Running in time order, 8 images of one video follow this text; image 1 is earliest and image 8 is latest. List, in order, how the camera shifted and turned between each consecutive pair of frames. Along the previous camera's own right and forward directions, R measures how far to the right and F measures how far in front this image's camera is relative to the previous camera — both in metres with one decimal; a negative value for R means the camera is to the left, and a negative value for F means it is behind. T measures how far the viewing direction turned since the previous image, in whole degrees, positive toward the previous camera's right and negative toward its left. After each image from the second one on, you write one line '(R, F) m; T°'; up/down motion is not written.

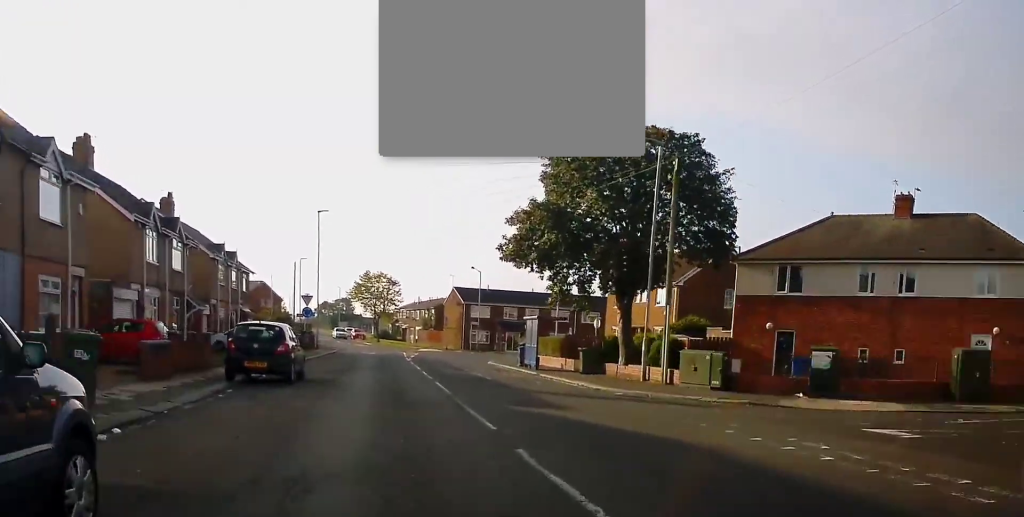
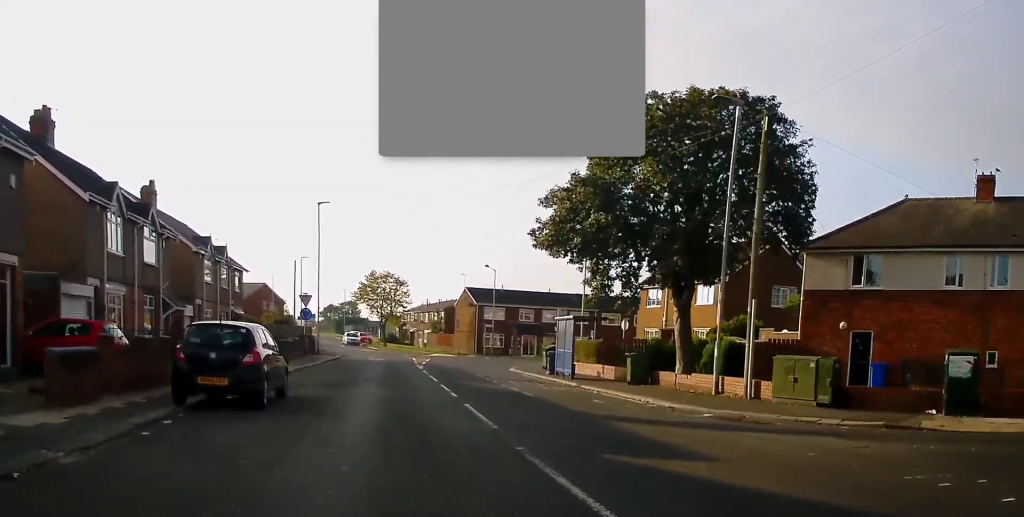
(+0.1, +5.5) m; +1°
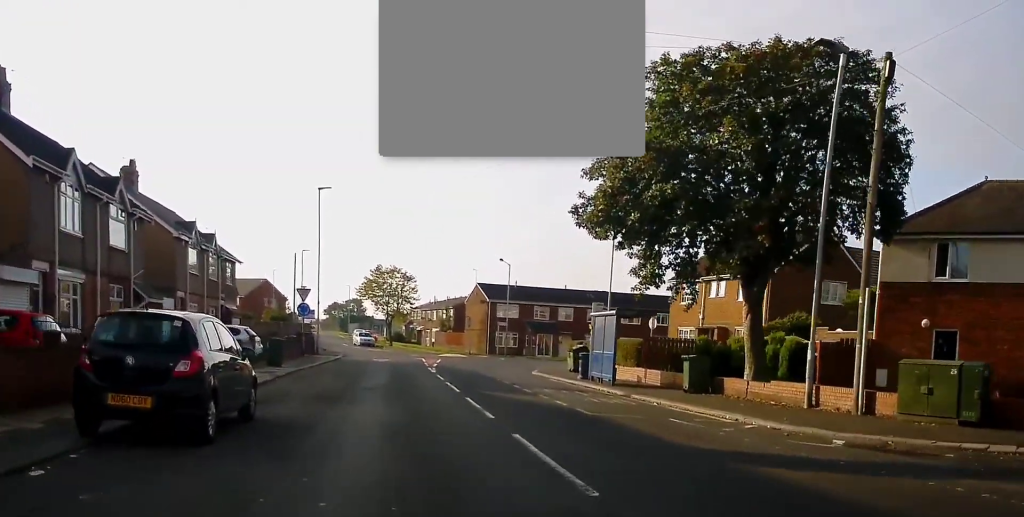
(+0.2, +4.8) m; -1°
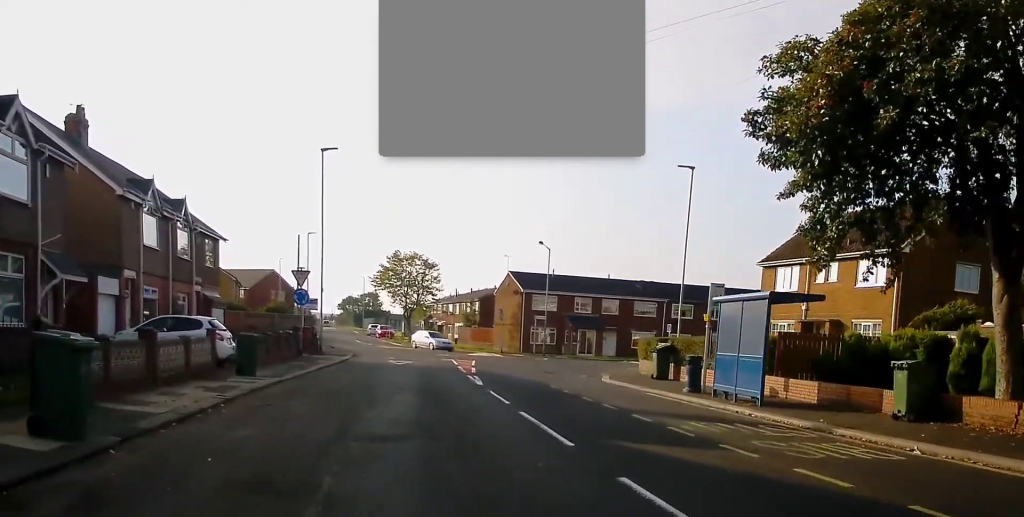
(-0.4, +9.5) m; -4°
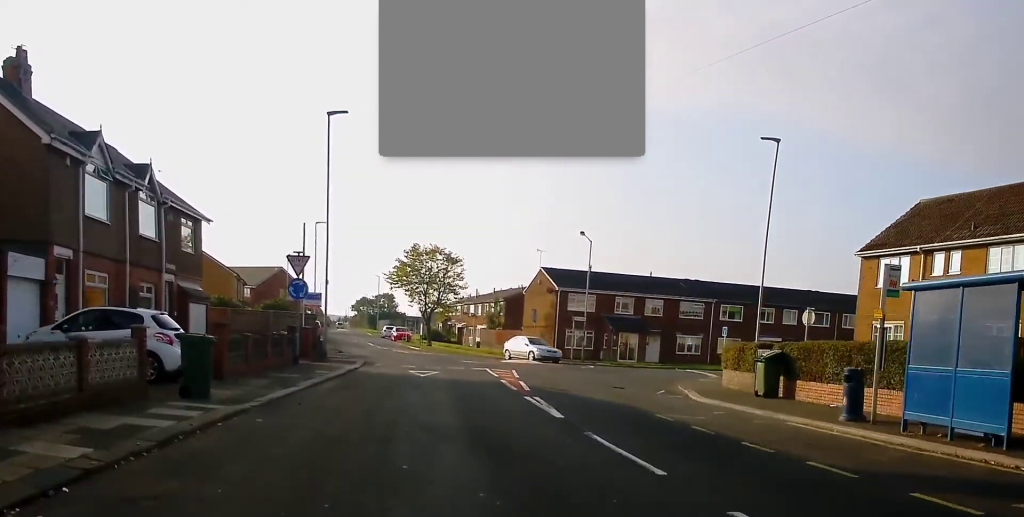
(0.0, +7.4) m; 0°
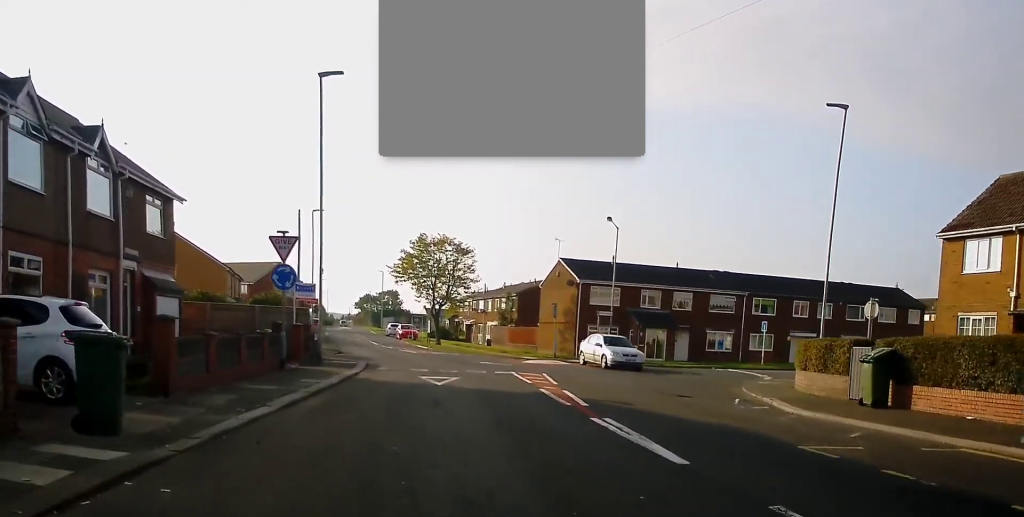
(0.0, +5.2) m; +1°
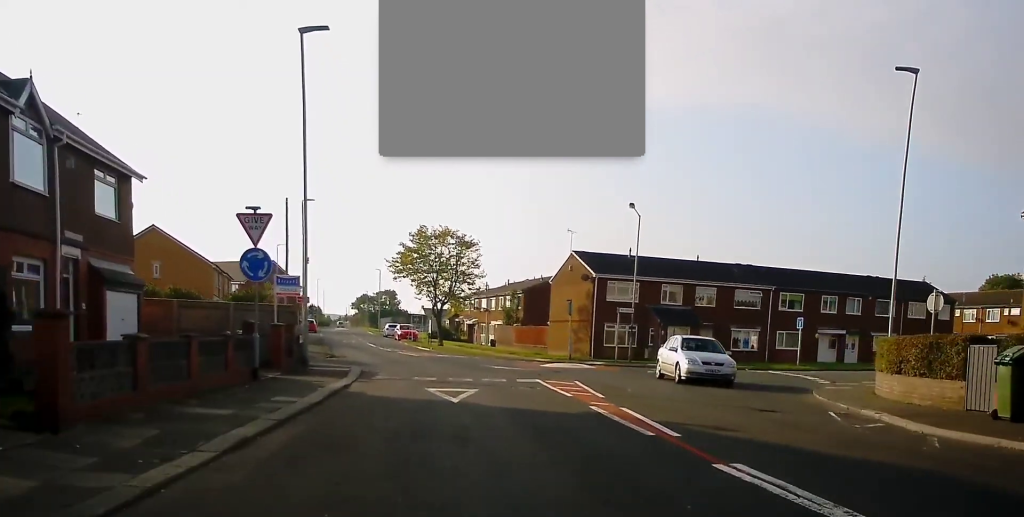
(+0.1, +4.6) m; 0°
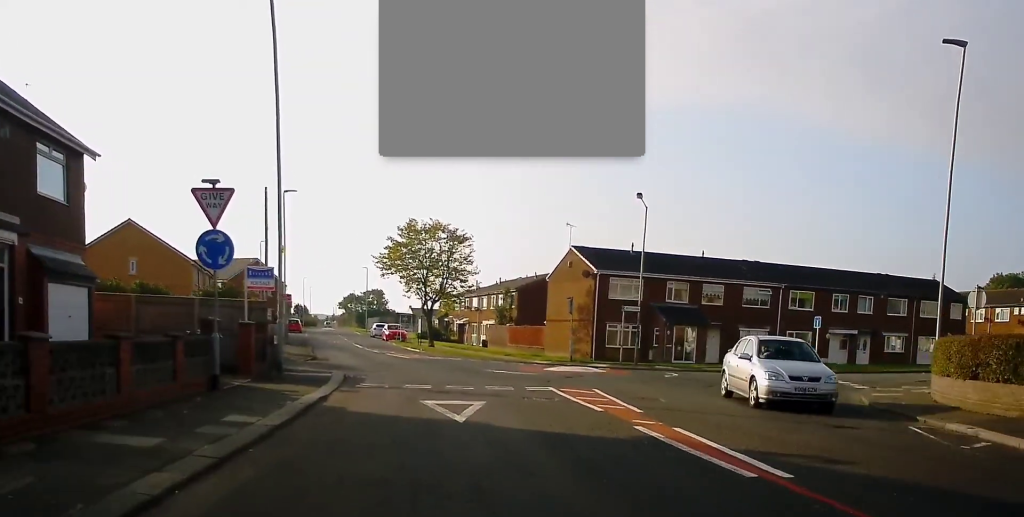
(0.0, +3.2) m; 0°
